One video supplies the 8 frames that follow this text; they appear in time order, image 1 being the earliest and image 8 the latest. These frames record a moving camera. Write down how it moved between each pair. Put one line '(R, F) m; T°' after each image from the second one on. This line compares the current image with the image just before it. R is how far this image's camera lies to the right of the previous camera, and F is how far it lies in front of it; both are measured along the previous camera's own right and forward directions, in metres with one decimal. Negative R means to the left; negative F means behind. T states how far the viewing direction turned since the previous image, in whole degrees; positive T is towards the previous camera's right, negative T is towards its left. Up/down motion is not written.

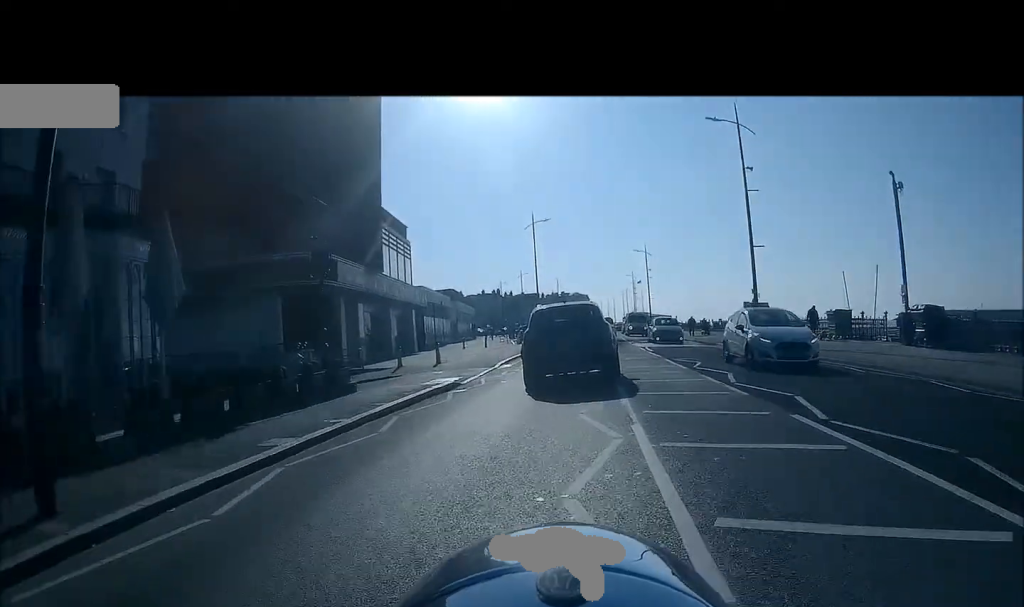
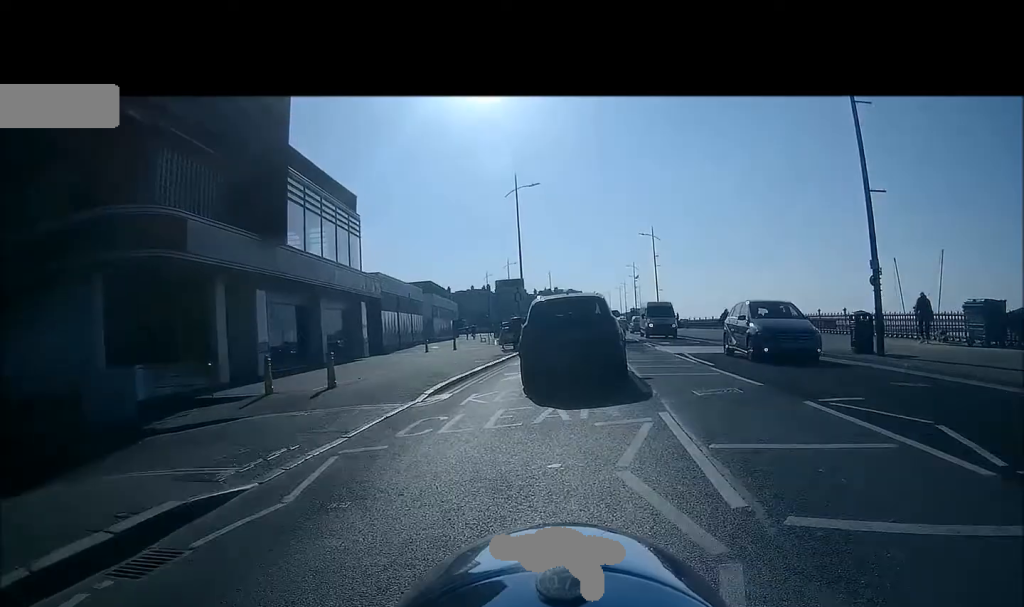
(+0.1, +12.0) m; +1°
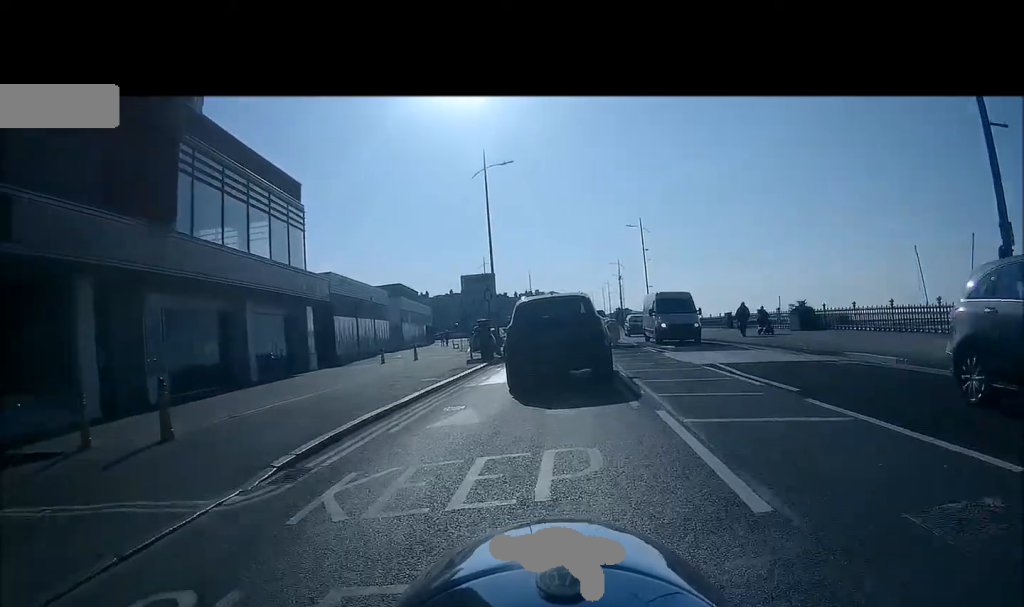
(0.0, +6.4) m; +1°
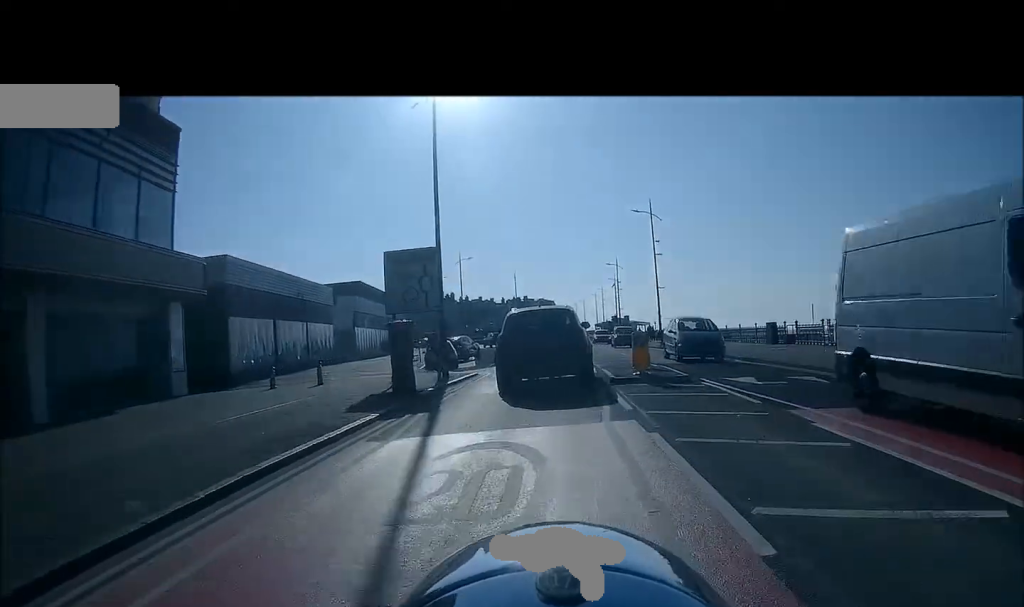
(+0.3, +12.6) m; +2°
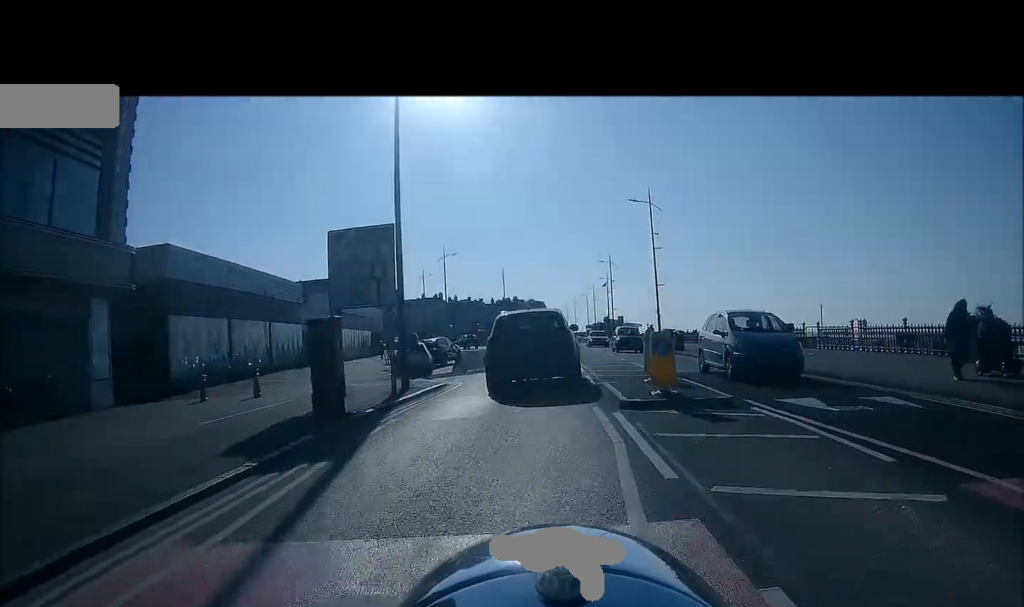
(+0.1, +4.2) m; -1°
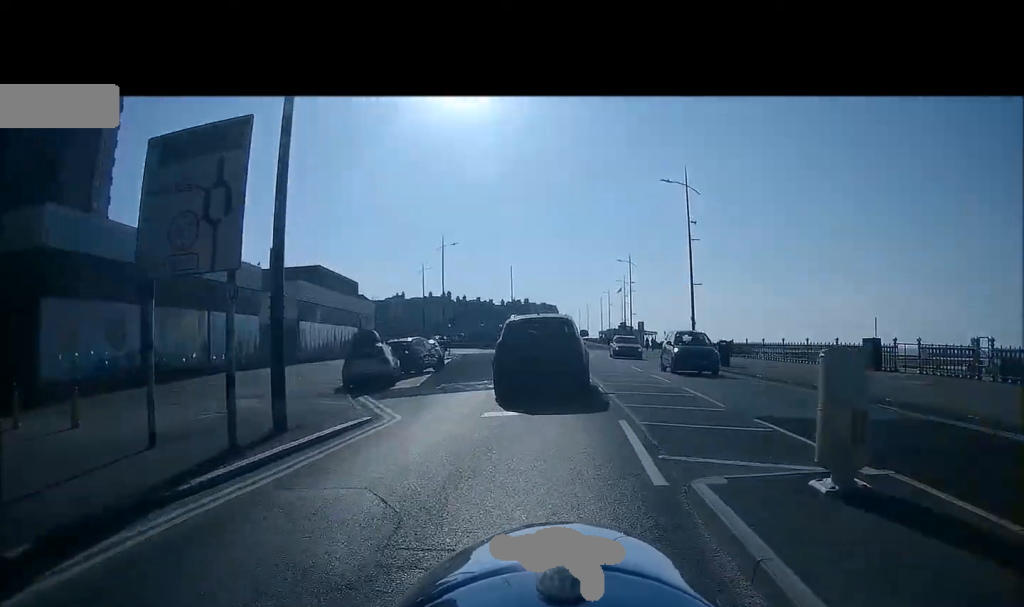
(-0.3, +8.1) m; -2°
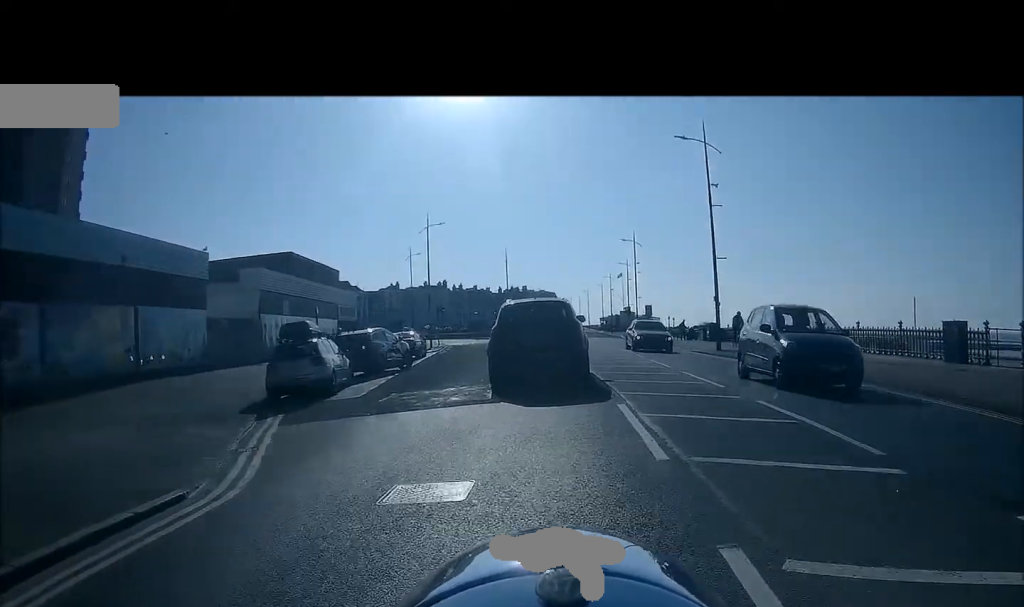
(-0.1, +5.6) m; 0°
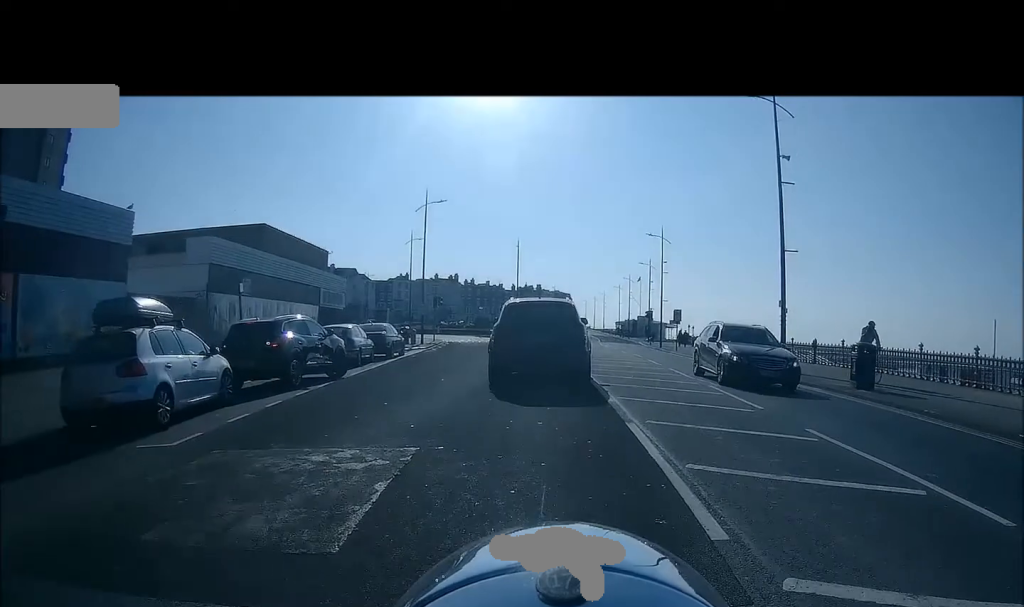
(0.0, +7.7) m; 0°
